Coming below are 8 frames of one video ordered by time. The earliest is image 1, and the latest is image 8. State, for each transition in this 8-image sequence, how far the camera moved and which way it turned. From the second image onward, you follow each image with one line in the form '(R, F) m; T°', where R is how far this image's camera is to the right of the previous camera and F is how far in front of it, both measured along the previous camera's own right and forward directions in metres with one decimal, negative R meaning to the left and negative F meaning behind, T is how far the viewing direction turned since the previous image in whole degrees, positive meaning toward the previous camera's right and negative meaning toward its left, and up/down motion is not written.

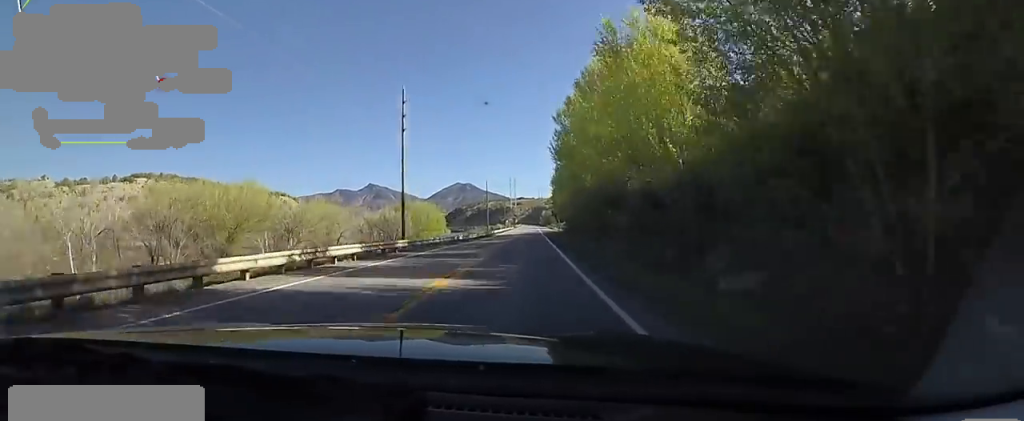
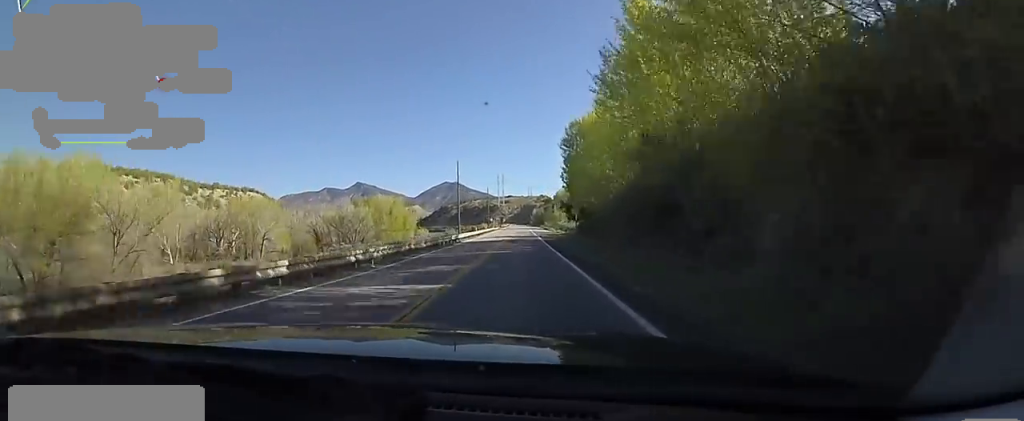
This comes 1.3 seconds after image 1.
(+0.1, +31.7) m; +2°
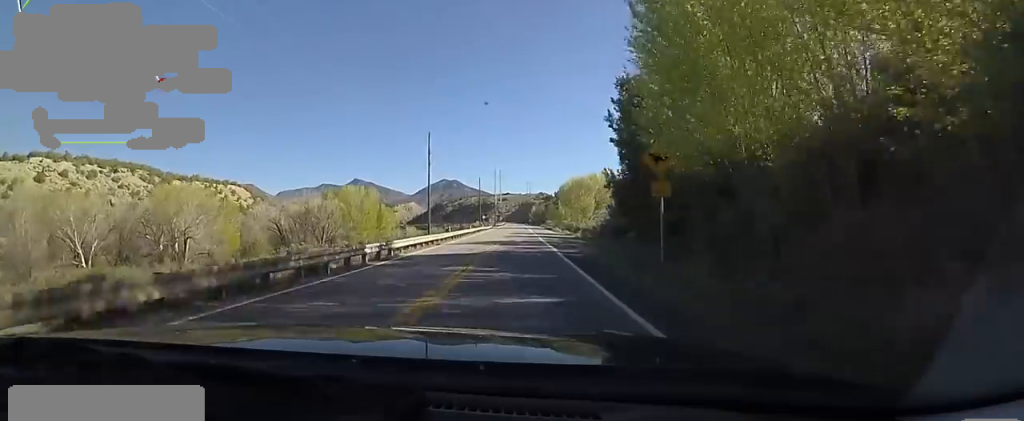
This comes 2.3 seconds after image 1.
(+0.4, +22.1) m; +1°
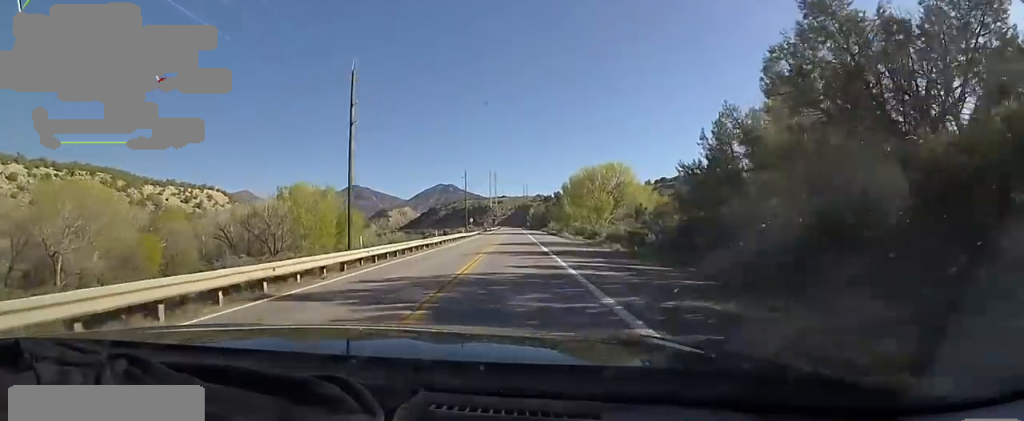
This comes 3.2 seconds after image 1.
(-0.1, +23.0) m; 0°
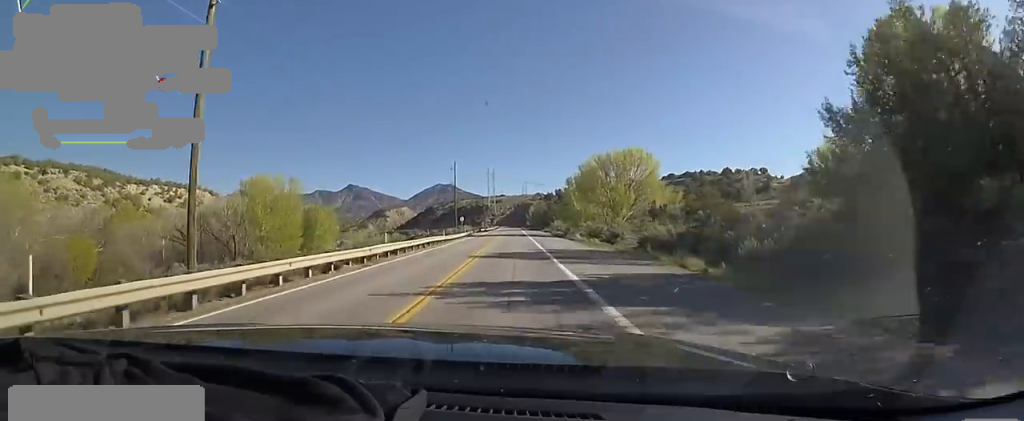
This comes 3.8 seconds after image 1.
(0.0, +14.3) m; -1°
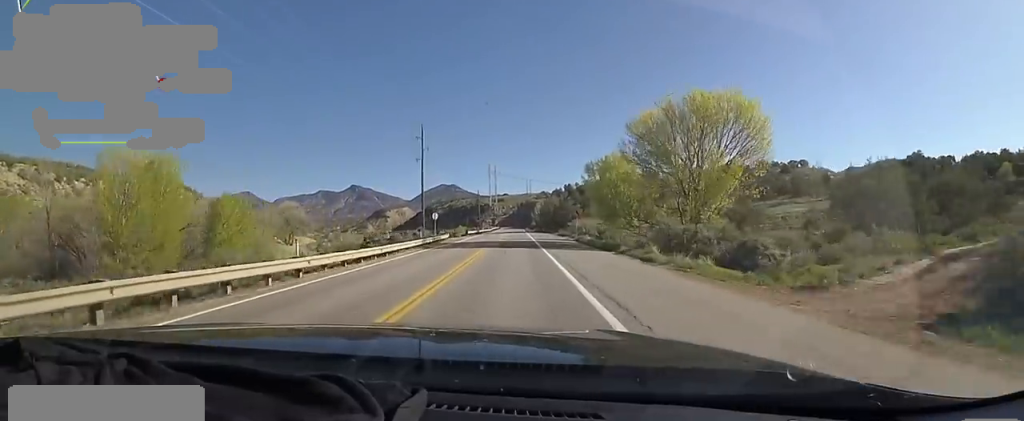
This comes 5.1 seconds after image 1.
(-0.7, +29.3) m; -2°
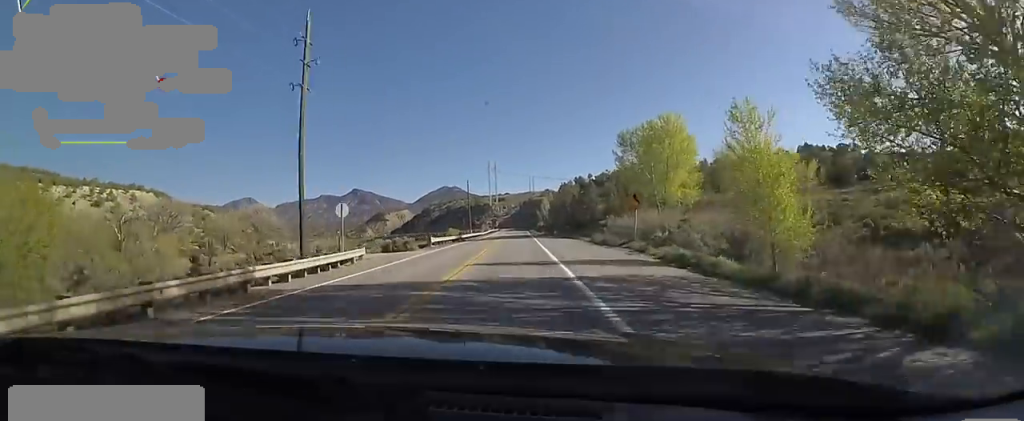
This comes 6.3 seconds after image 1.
(+0.1, +29.3) m; +2°
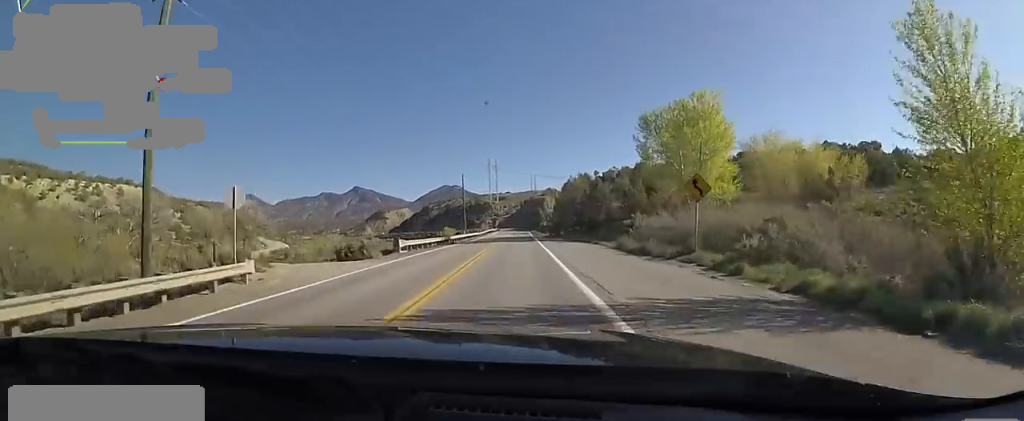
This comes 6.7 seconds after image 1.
(+0.1, +10.3) m; +1°
